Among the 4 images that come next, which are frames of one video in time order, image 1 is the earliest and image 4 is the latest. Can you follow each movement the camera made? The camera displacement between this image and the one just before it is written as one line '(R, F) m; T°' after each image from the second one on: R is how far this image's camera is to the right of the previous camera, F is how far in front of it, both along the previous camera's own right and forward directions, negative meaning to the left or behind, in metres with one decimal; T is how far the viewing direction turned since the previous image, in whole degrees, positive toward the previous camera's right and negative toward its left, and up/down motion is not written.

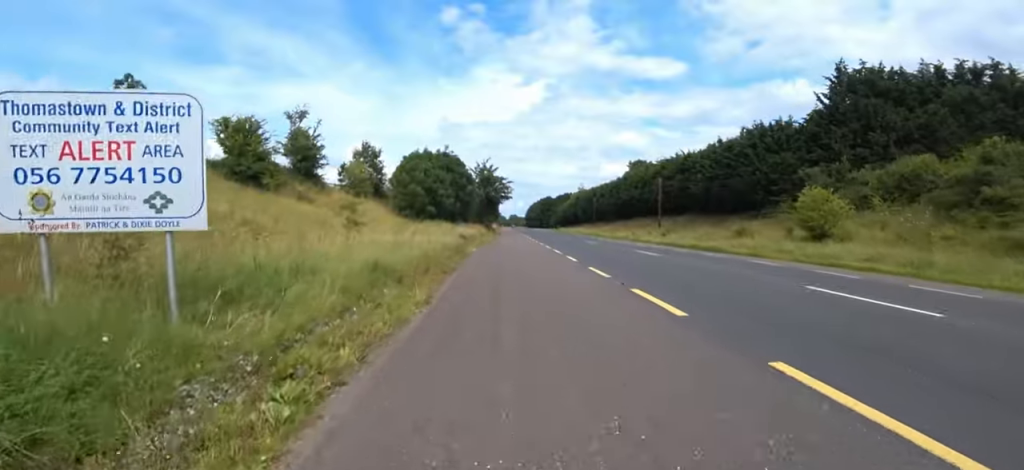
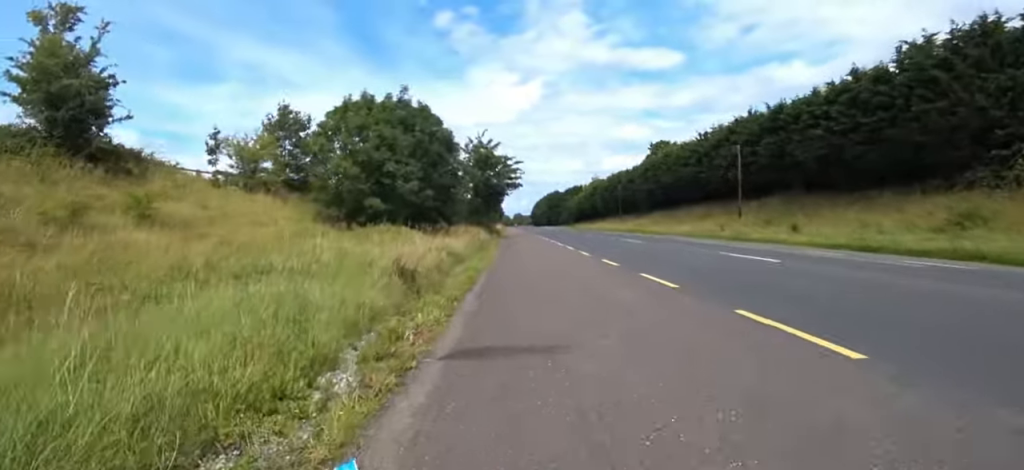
(+1.1, +18.8) m; -1°
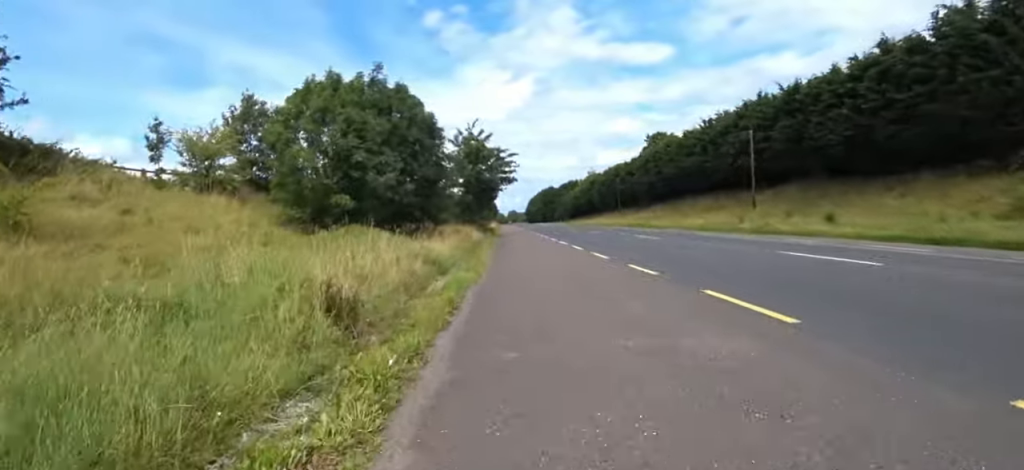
(0.0, +3.4) m; 0°
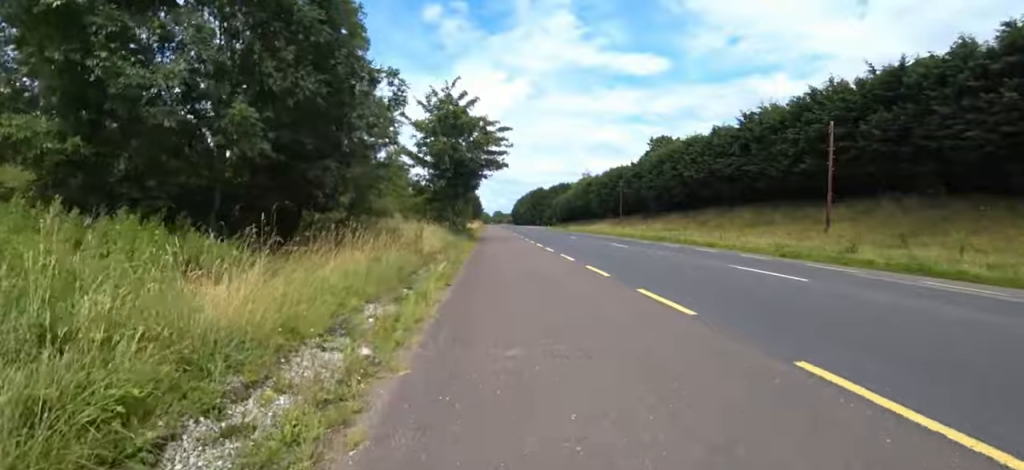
(0.0, +11.1) m; 0°
